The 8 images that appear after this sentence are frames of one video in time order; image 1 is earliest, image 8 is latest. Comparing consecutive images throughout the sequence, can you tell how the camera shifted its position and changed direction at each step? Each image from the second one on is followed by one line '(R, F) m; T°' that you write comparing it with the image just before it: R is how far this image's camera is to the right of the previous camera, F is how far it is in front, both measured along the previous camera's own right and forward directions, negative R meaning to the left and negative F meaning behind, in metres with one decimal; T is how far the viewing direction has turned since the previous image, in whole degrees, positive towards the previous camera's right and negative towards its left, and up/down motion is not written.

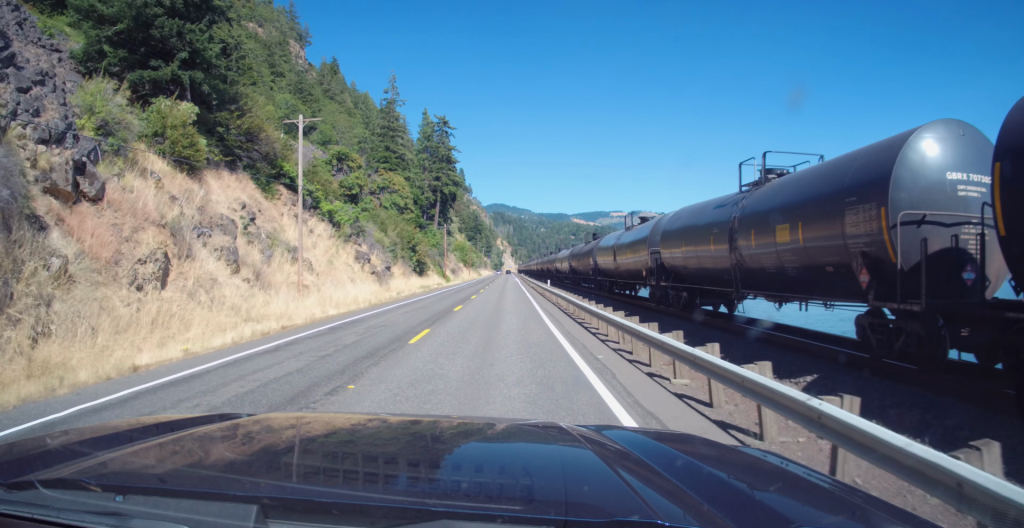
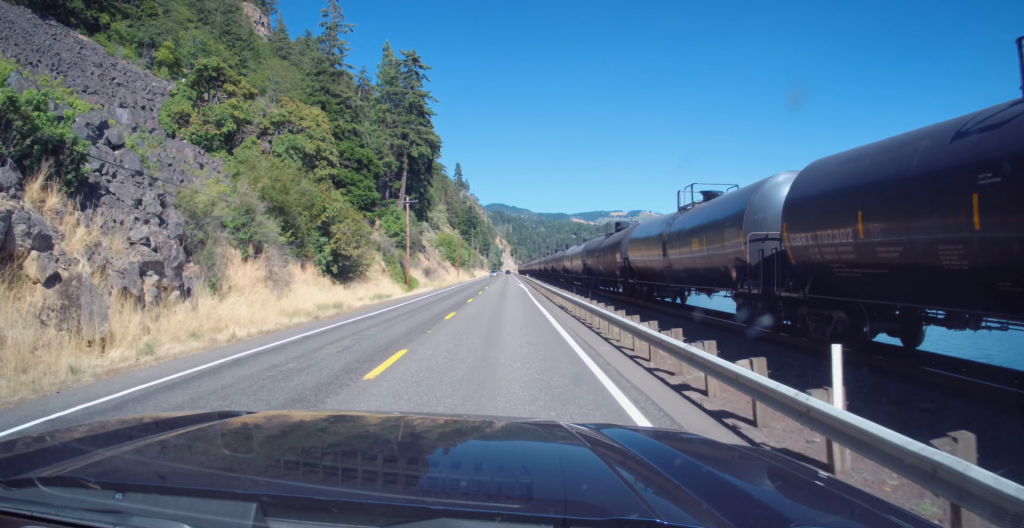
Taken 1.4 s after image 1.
(+0.6, +41.4) m; +1°
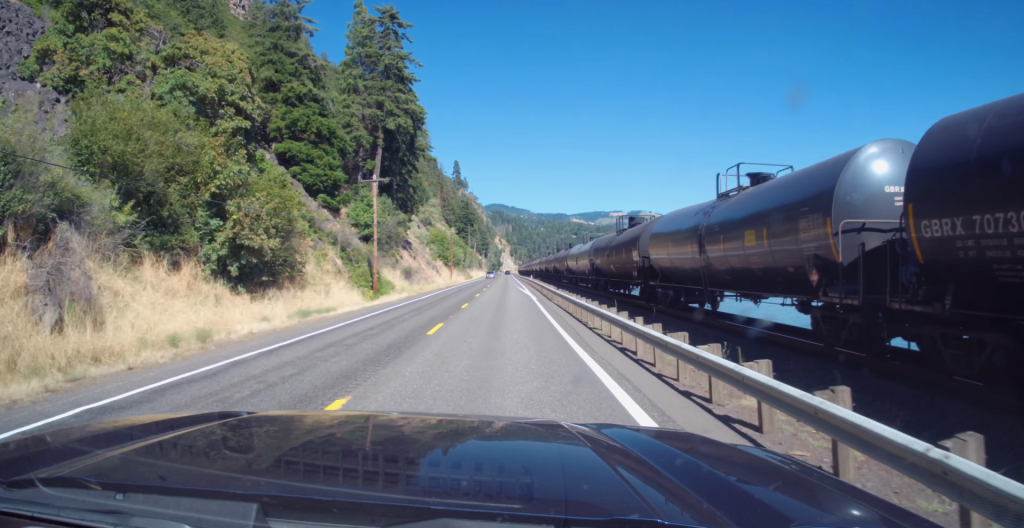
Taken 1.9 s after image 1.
(0.0, +17.2) m; 0°
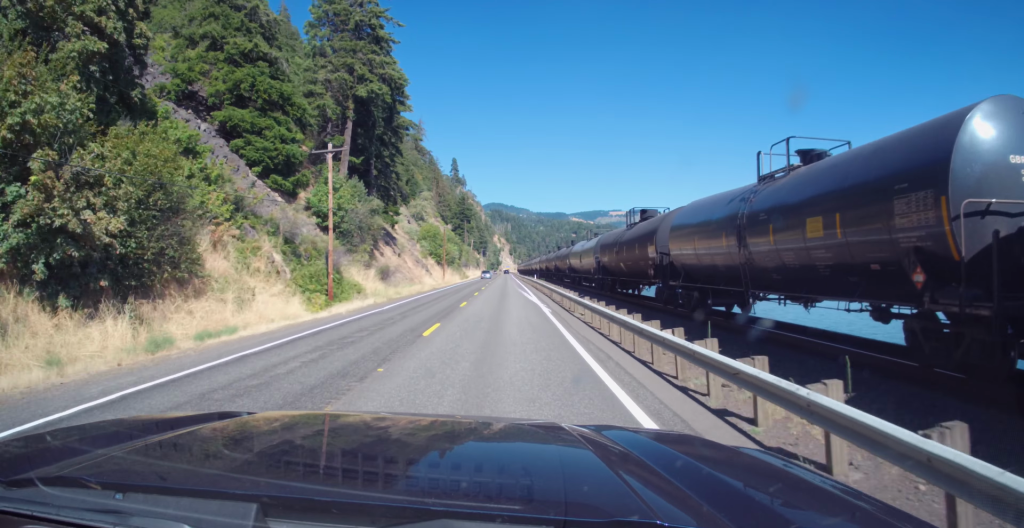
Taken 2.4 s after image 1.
(0.0, +13.2) m; 0°
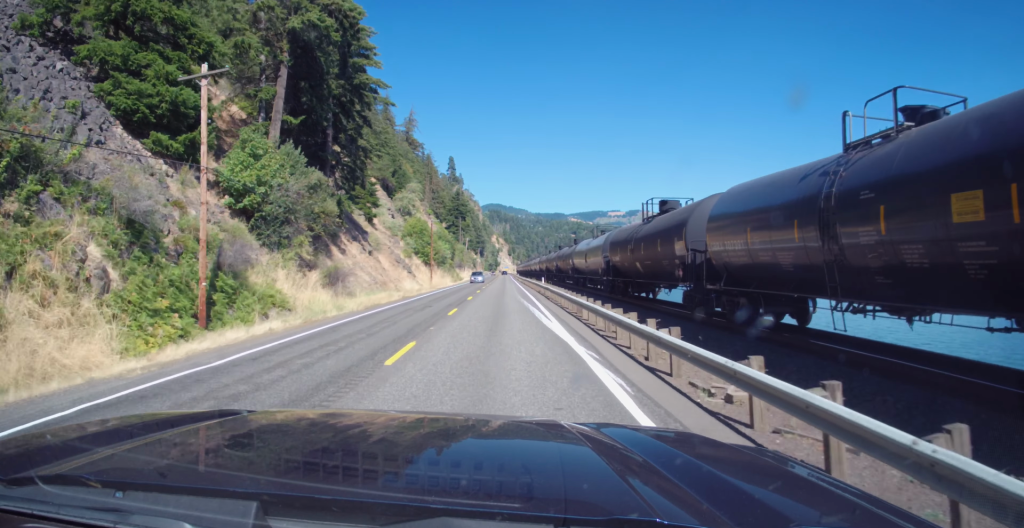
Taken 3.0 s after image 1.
(0.0, +17.7) m; 0°
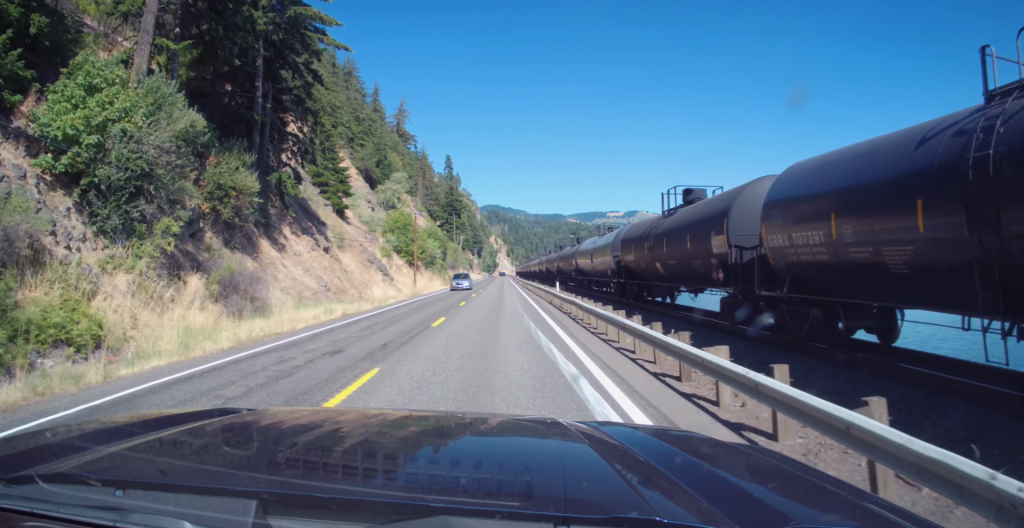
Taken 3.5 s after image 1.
(0.0, +16.1) m; -1°
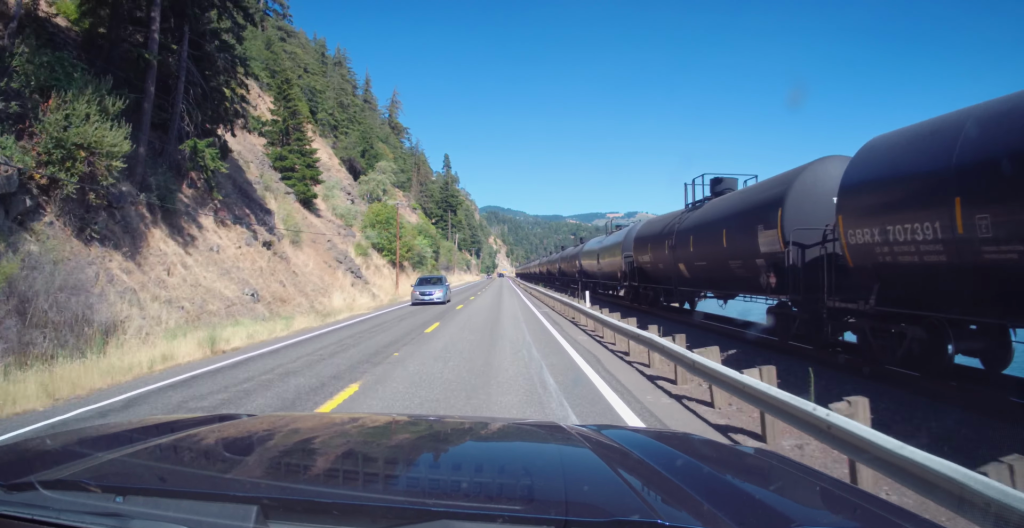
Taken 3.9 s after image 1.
(0.0, +13.1) m; 0°
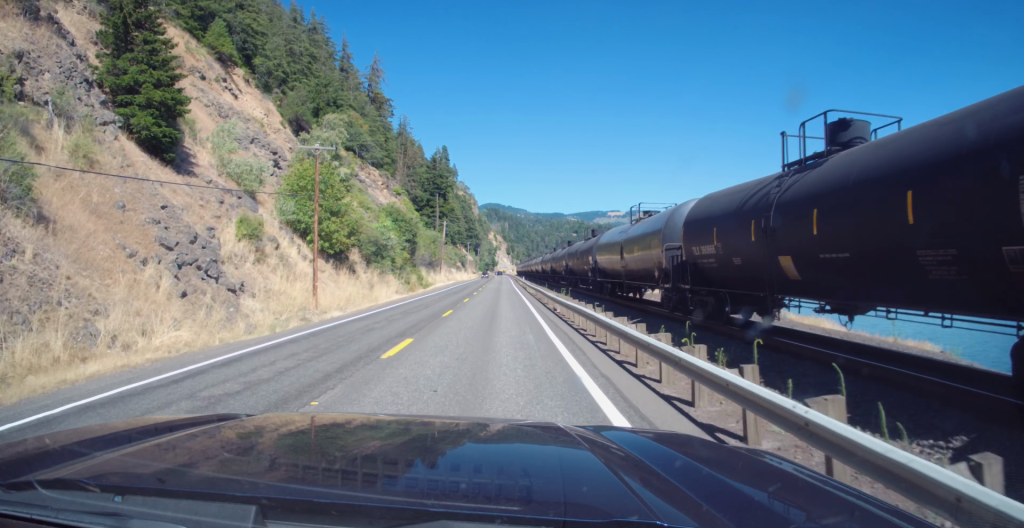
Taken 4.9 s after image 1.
(-0.4, +29.8) m; 0°
